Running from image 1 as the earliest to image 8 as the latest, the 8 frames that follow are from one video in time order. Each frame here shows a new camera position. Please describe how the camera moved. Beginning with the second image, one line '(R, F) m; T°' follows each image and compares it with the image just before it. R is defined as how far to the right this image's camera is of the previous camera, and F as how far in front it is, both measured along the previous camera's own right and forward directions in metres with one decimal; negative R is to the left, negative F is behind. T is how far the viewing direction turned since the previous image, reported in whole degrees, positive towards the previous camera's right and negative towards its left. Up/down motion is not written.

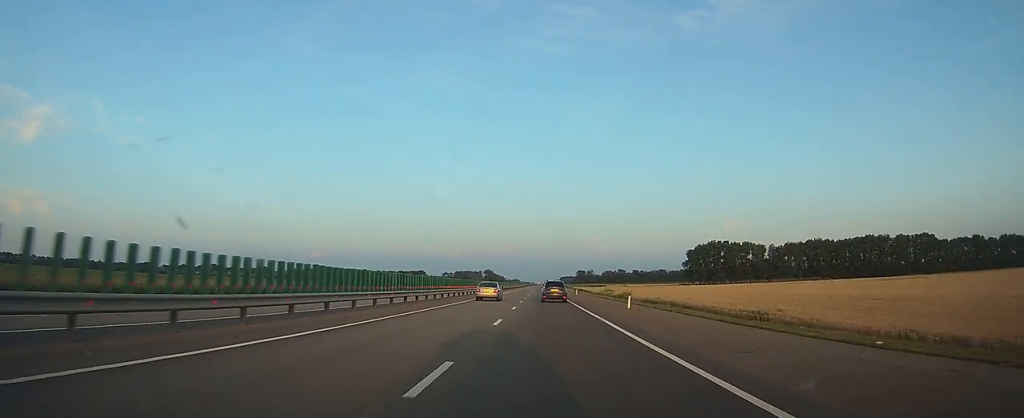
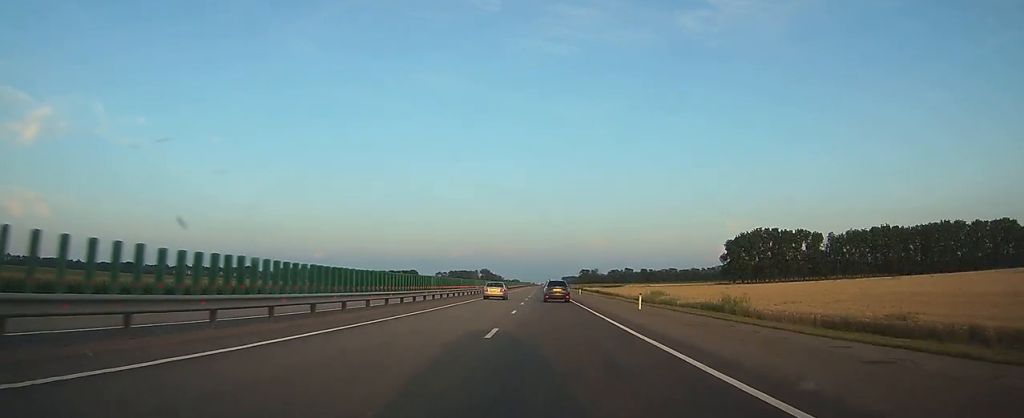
(-0.1, +52.3) m; 0°
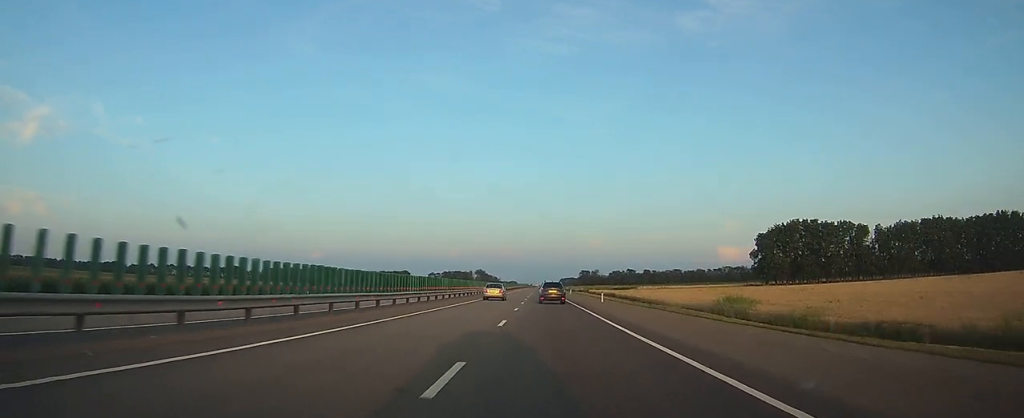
(-0.1, +31.0) m; 0°
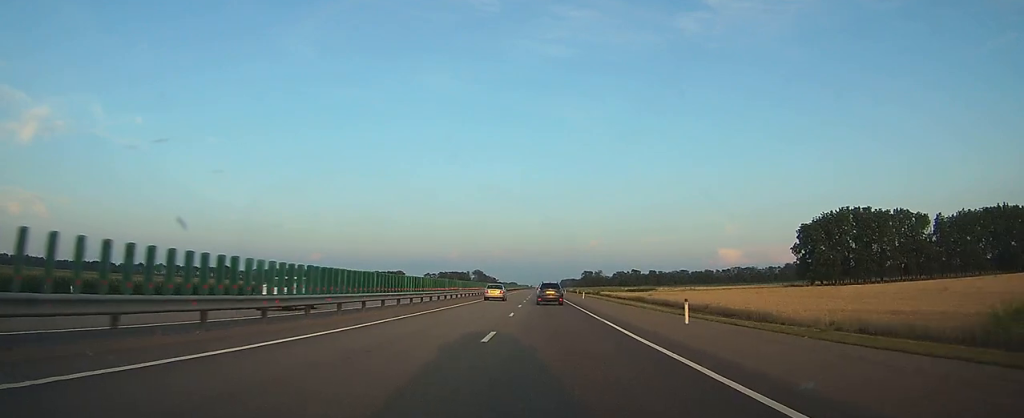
(0.0, +28.9) m; 0°
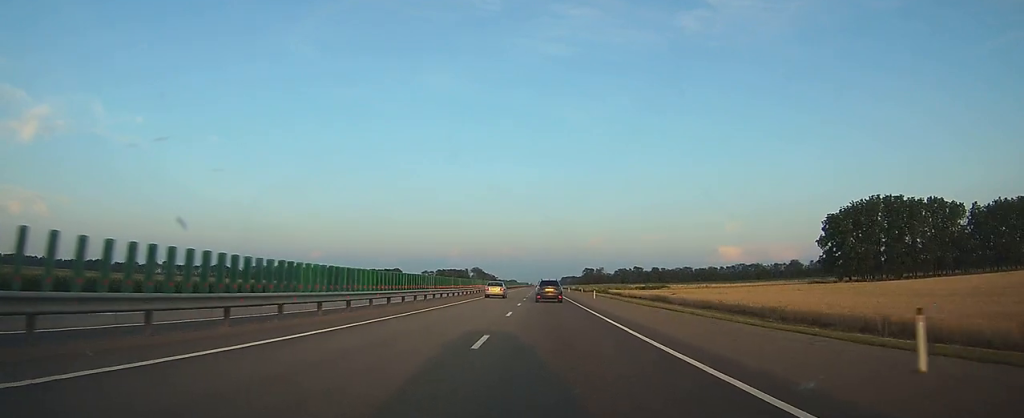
(0.0, +13.9) m; 0°
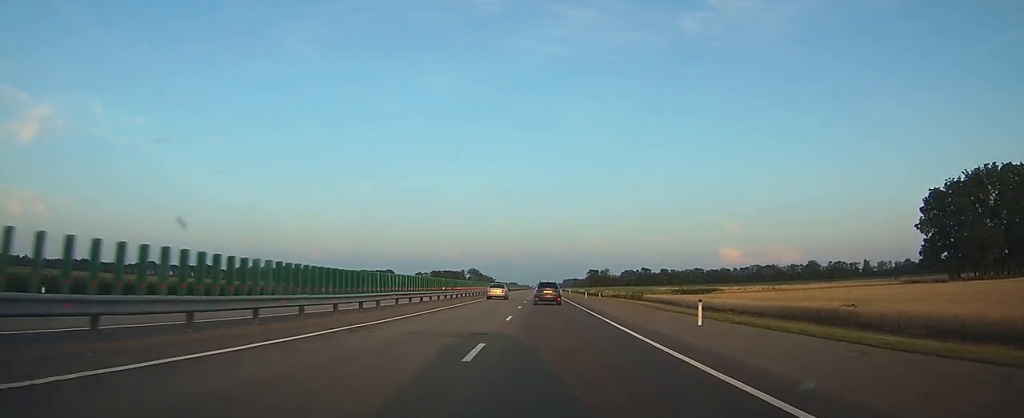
(+0.1, +37.5) m; 0°
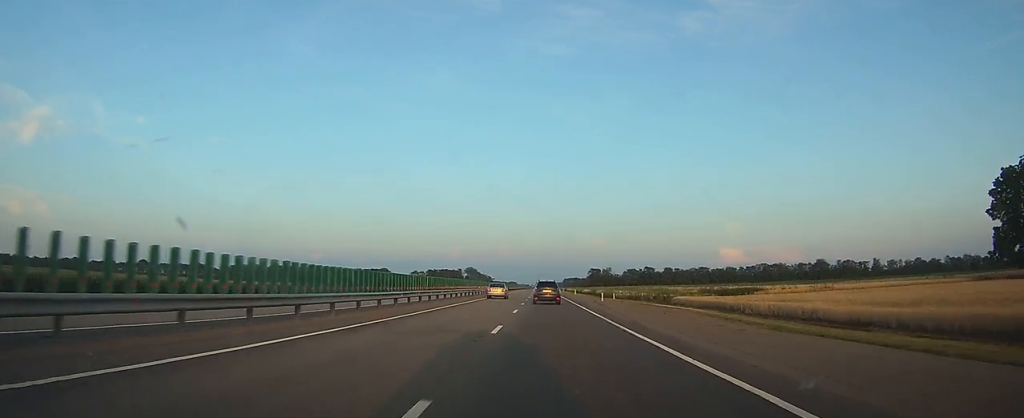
(0.0, +18.2) m; 0°
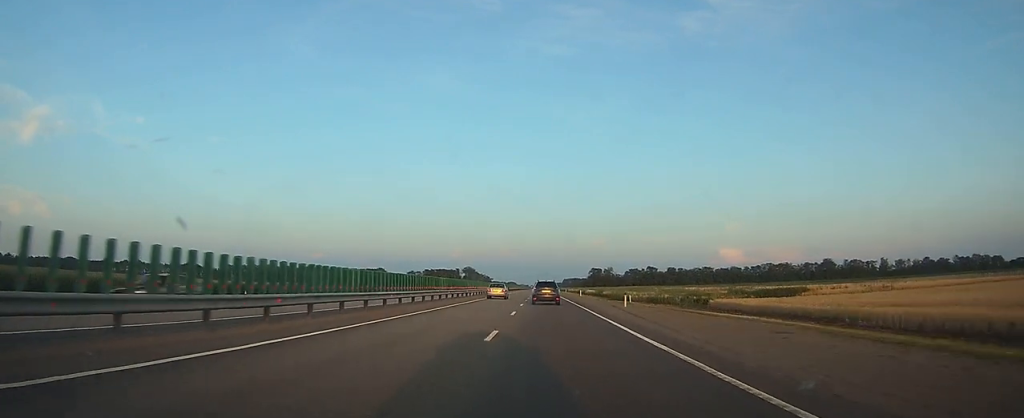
(0.0, +14.0) m; 0°
